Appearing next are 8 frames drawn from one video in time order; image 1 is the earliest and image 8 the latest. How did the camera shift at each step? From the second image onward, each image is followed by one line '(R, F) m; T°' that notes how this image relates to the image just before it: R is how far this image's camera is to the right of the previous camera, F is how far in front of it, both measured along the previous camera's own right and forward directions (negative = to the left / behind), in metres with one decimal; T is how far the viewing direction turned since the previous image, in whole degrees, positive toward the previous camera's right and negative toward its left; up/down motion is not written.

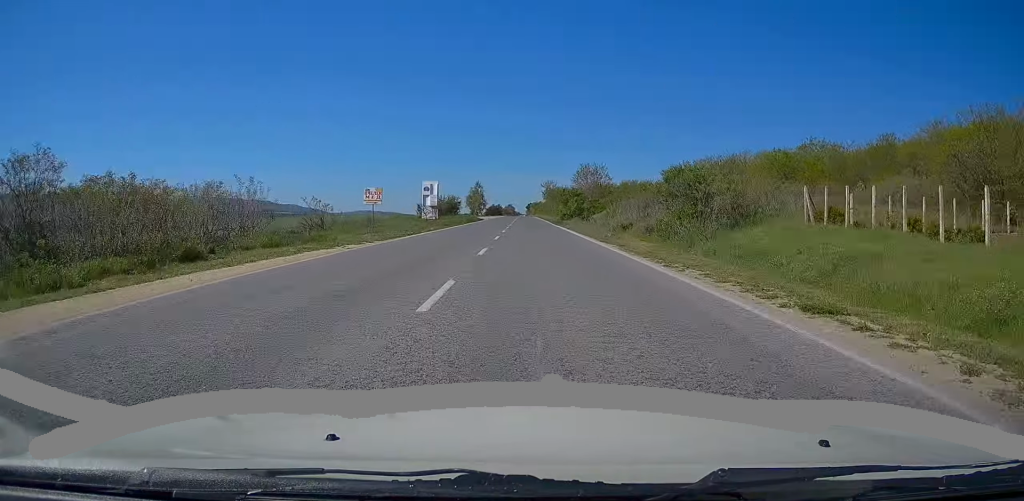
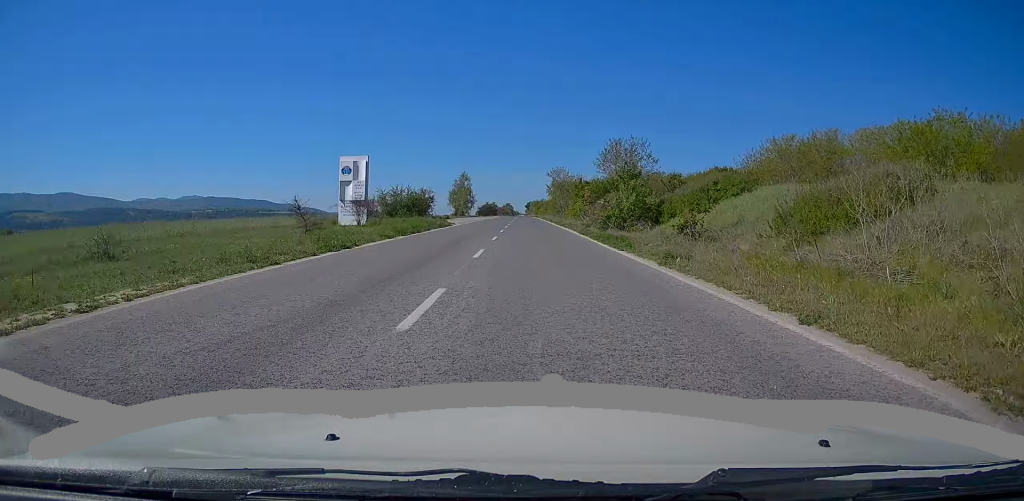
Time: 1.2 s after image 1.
(-0.3, +37.0) m; -1°
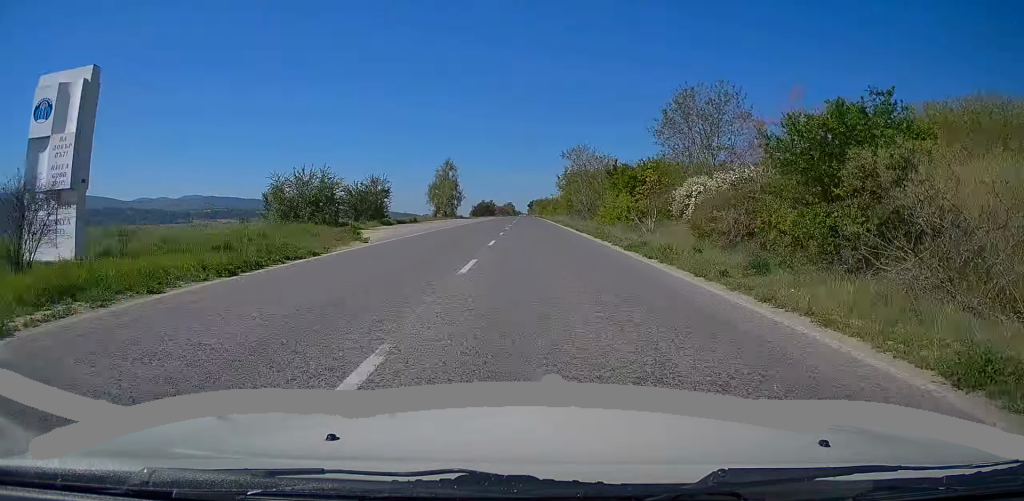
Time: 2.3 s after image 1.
(-0.1, +31.2) m; 0°
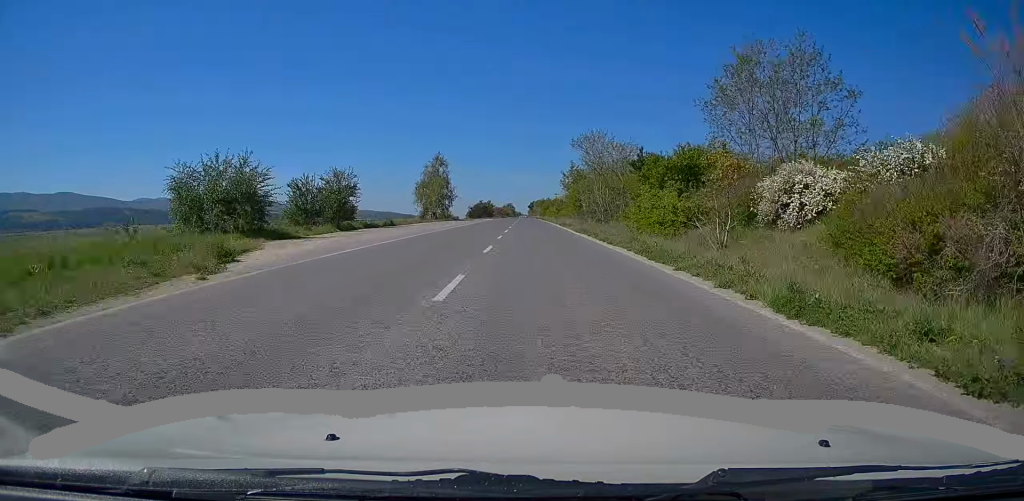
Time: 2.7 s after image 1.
(+0.1, +12.0) m; 0°
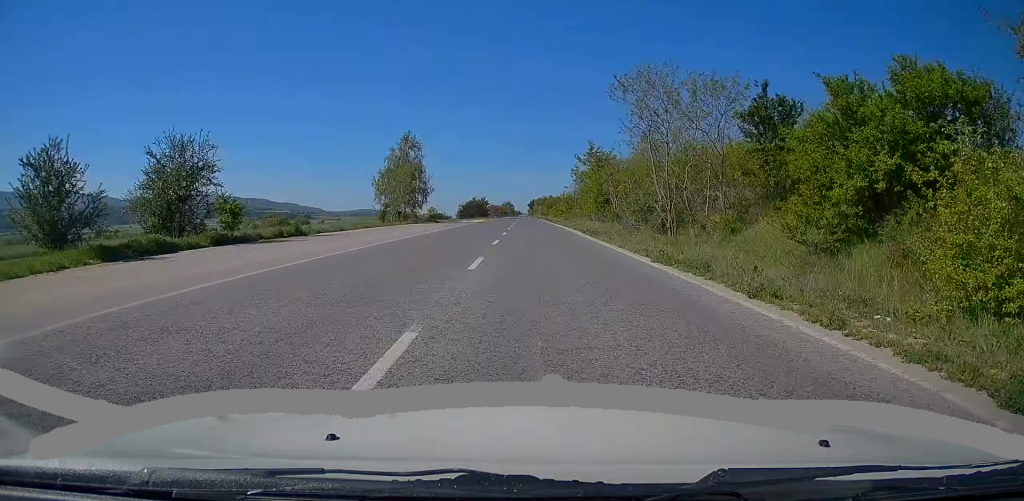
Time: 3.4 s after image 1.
(-0.1, +23.0) m; 0°
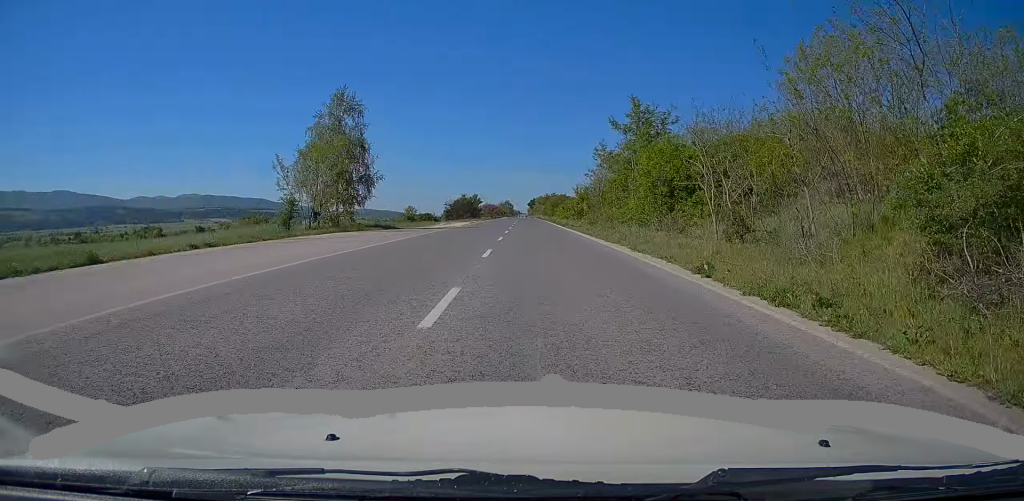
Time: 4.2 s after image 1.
(-0.1, +23.9) m; 0°
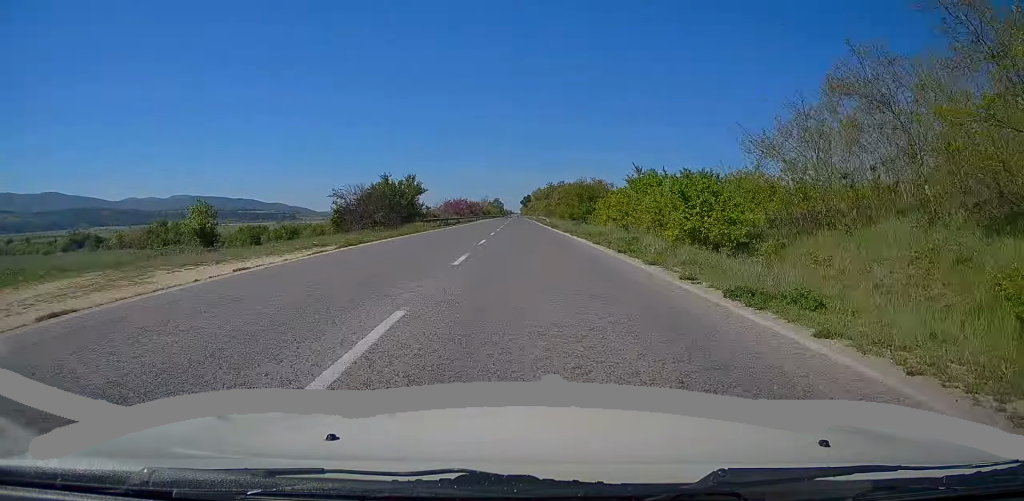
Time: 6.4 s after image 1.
(+0.6, +64.9) m; 0°
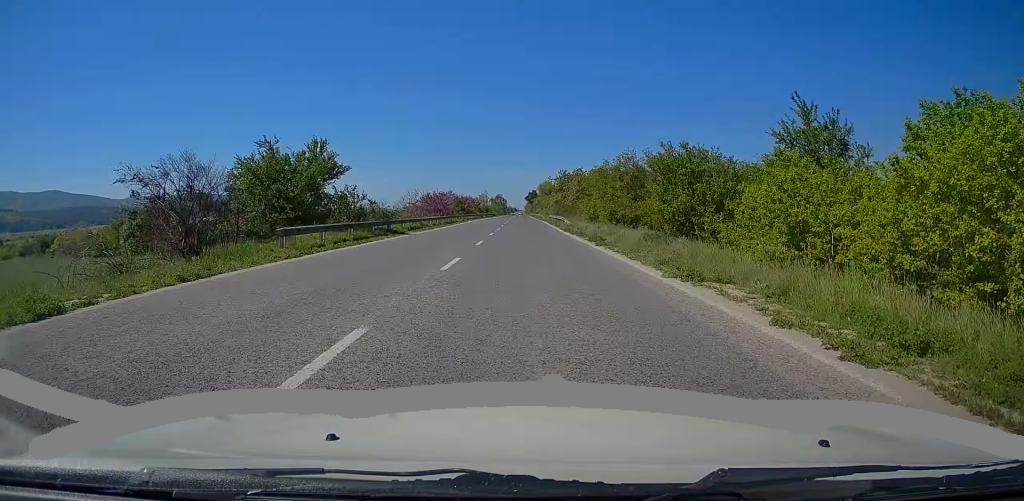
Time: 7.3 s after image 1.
(-0.1, +28.1) m; 0°
